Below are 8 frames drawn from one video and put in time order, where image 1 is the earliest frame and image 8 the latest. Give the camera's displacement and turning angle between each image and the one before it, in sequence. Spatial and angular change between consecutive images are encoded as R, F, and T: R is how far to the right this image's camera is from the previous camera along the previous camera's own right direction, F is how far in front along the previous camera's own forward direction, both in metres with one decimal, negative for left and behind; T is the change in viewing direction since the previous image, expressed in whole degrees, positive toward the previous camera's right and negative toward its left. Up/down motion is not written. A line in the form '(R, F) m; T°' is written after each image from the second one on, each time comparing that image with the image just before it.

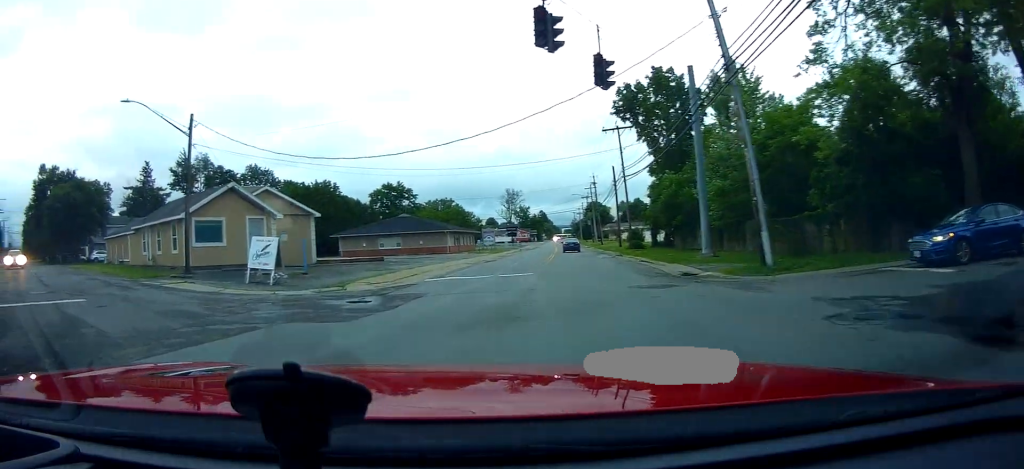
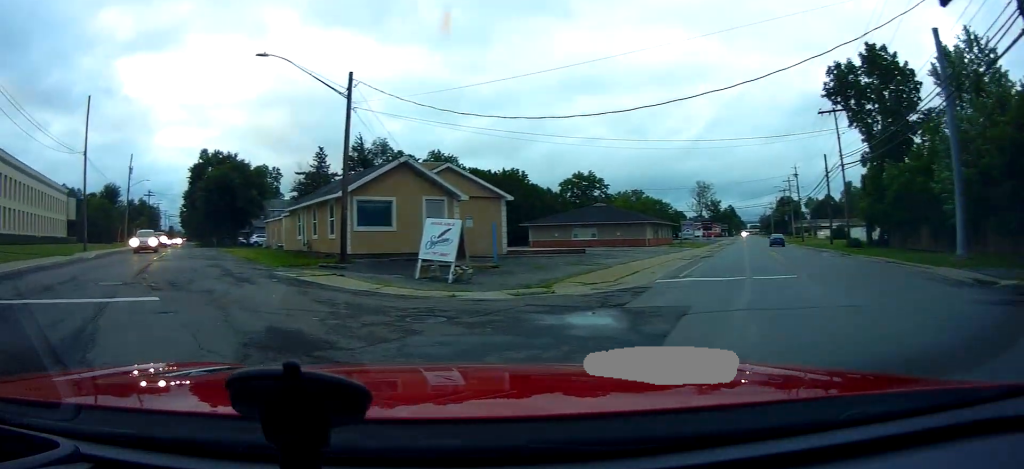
(-0.6, +5.3) m; -14°
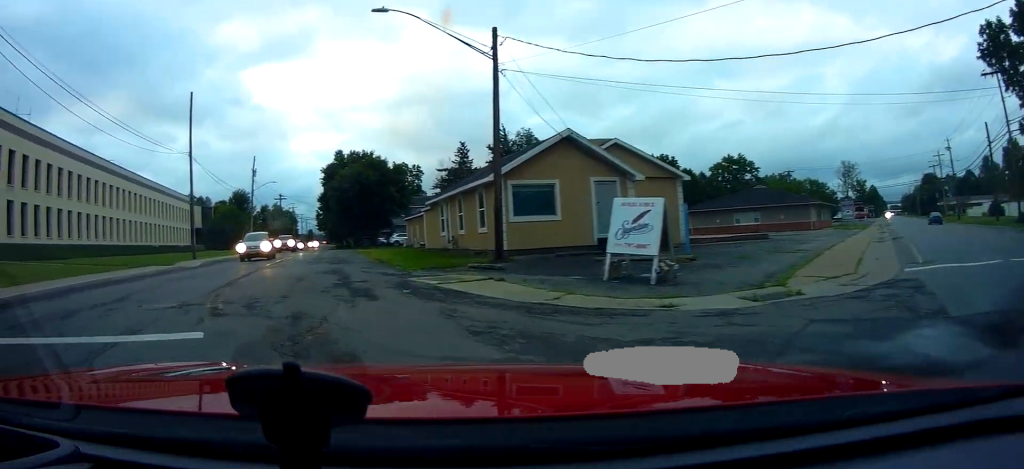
(-0.2, +4.2) m; -12°
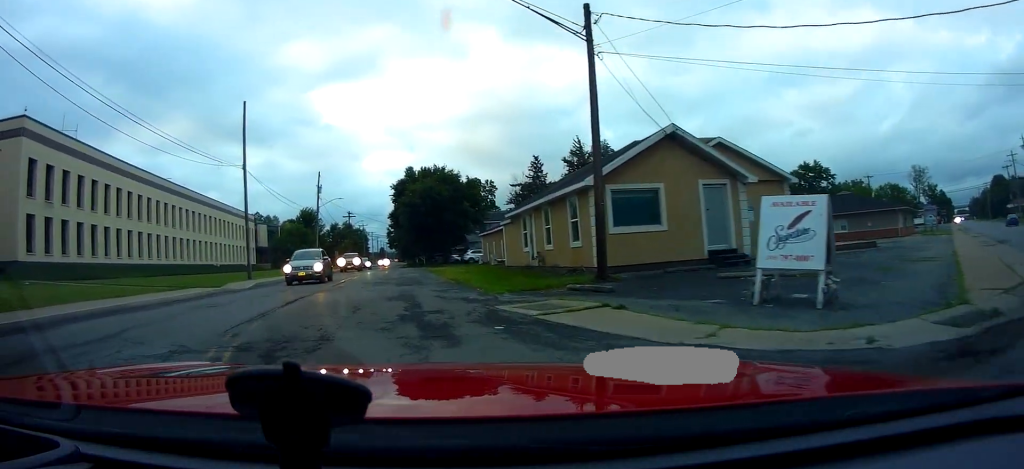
(-0.4, +2.8) m; -9°
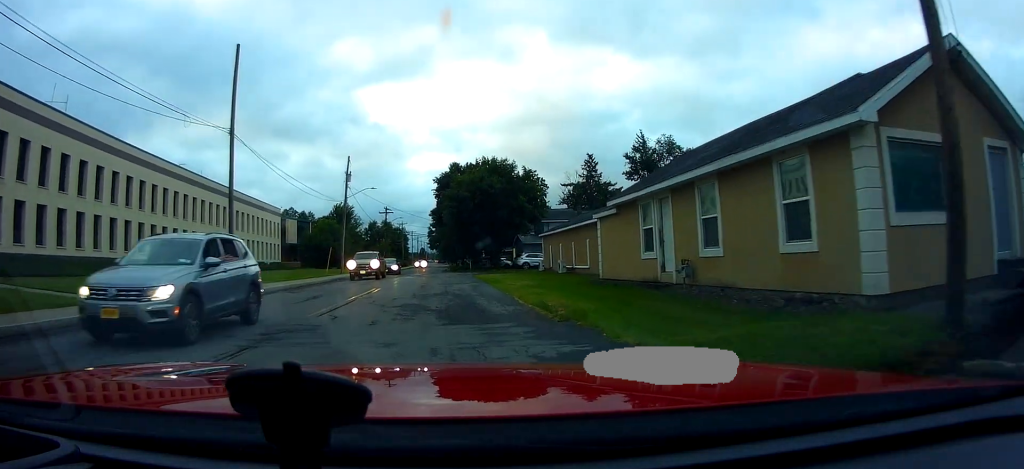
(-1.5, +9.2) m; -12°
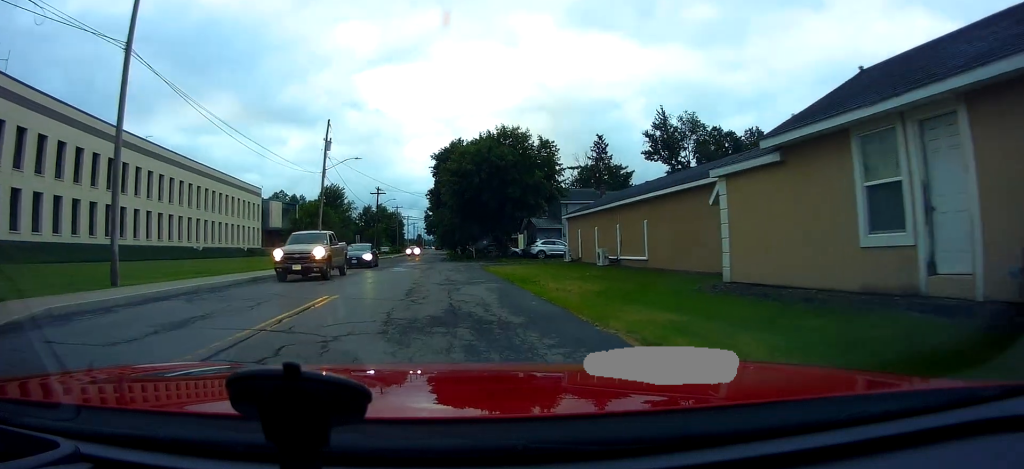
(+0.3, +8.8) m; +5°
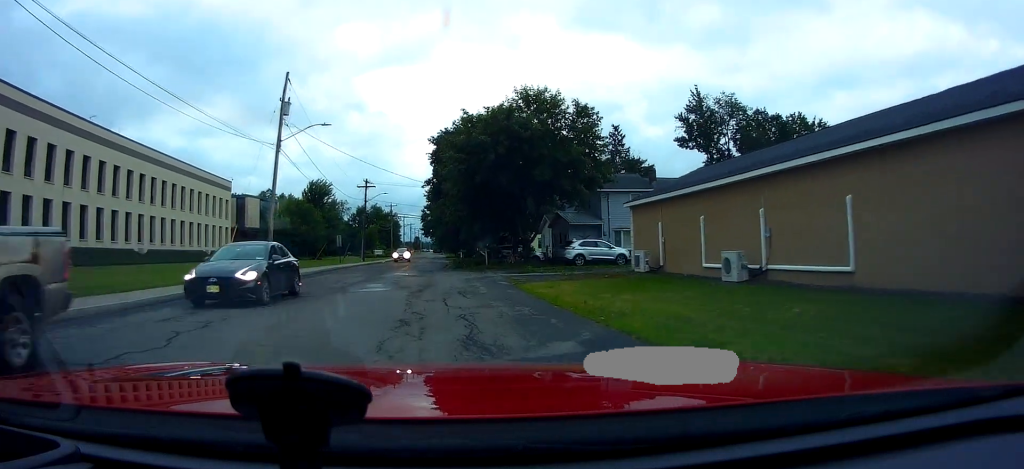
(0.0, +12.2) m; -3°
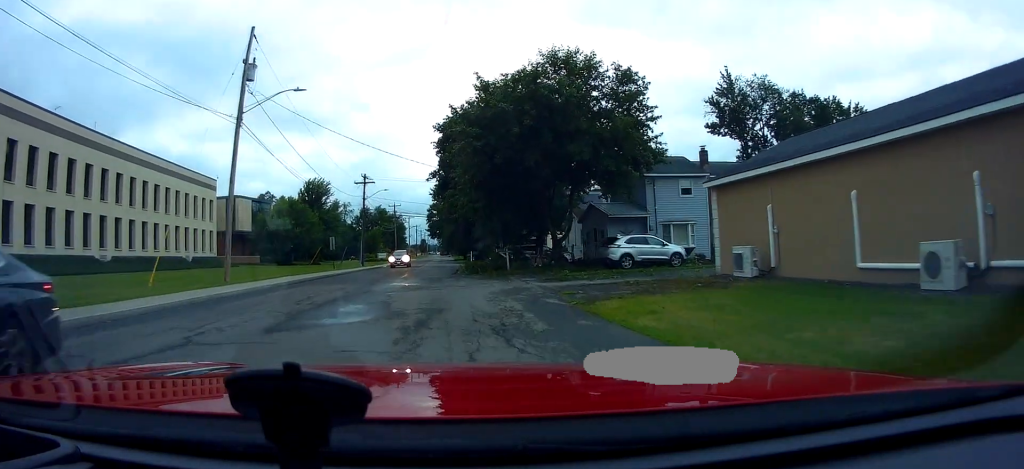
(-0.1, +7.4) m; 0°
